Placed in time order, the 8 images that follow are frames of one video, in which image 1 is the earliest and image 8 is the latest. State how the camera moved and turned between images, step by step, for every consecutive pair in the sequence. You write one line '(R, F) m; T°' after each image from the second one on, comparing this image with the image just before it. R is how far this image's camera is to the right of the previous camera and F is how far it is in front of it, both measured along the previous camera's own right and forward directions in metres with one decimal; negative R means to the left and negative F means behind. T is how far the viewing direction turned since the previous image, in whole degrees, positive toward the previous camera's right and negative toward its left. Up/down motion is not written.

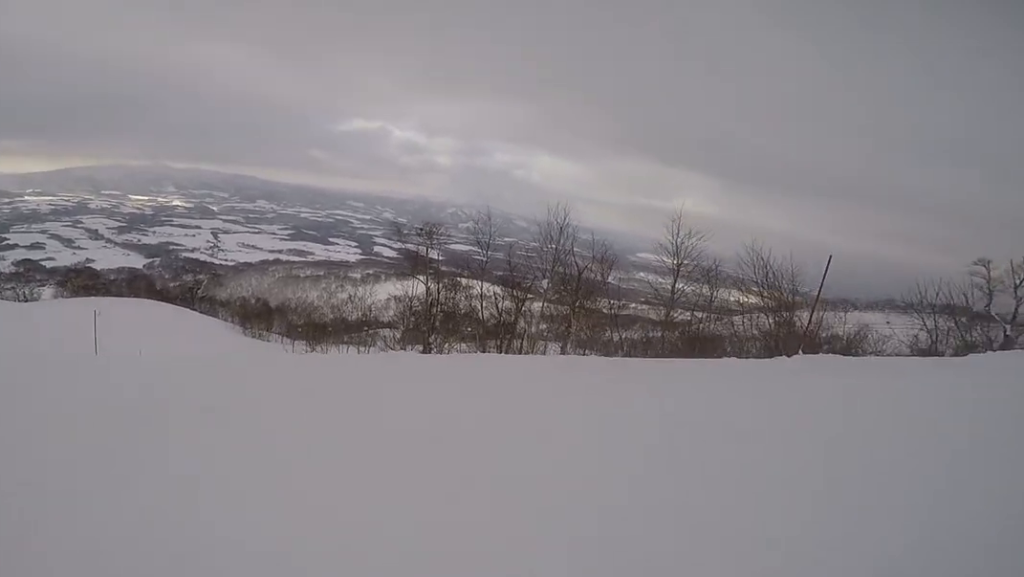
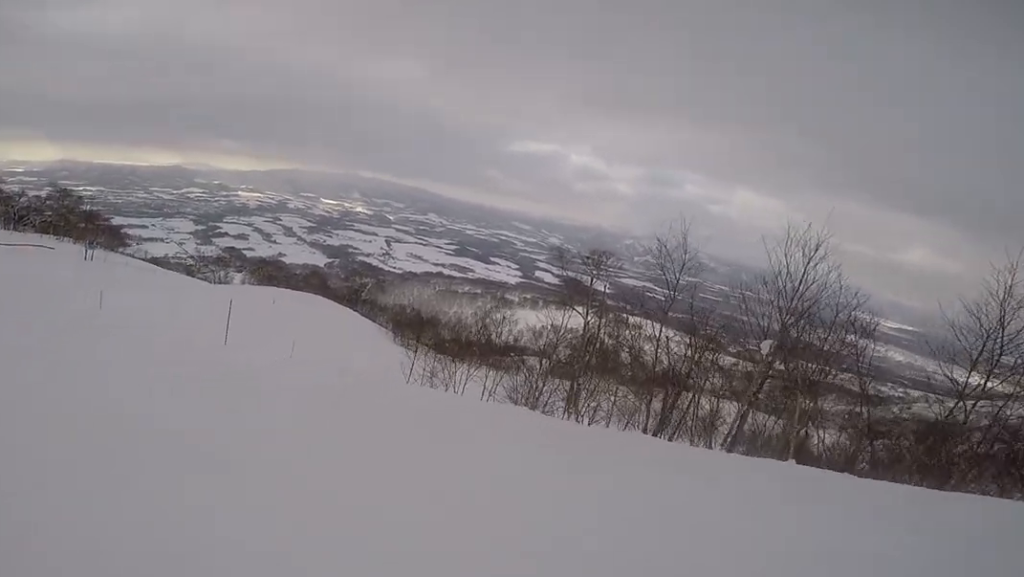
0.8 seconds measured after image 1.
(-0.5, +3.0) m; -24°
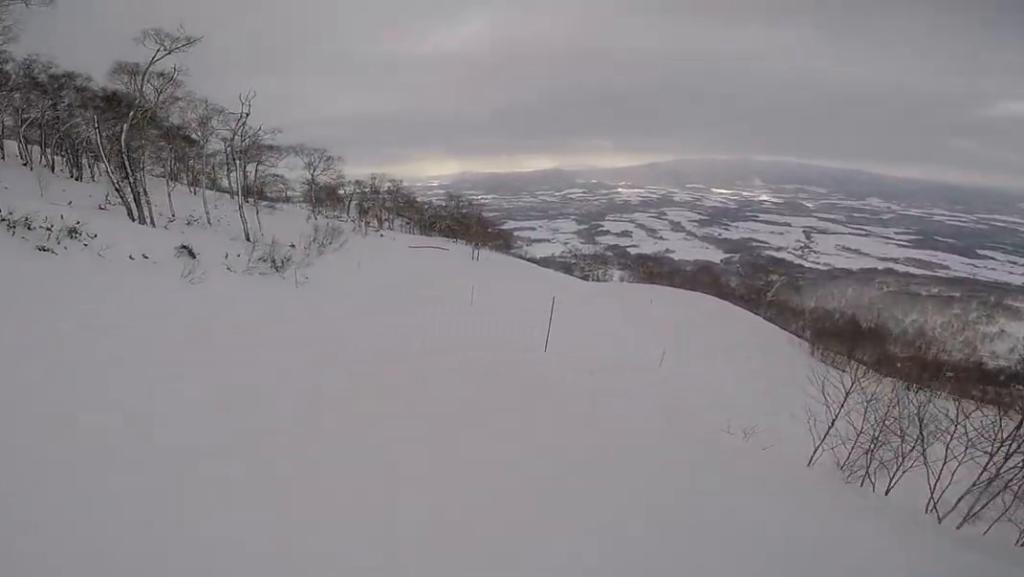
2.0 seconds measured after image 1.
(-1.4, +4.1) m; -39°
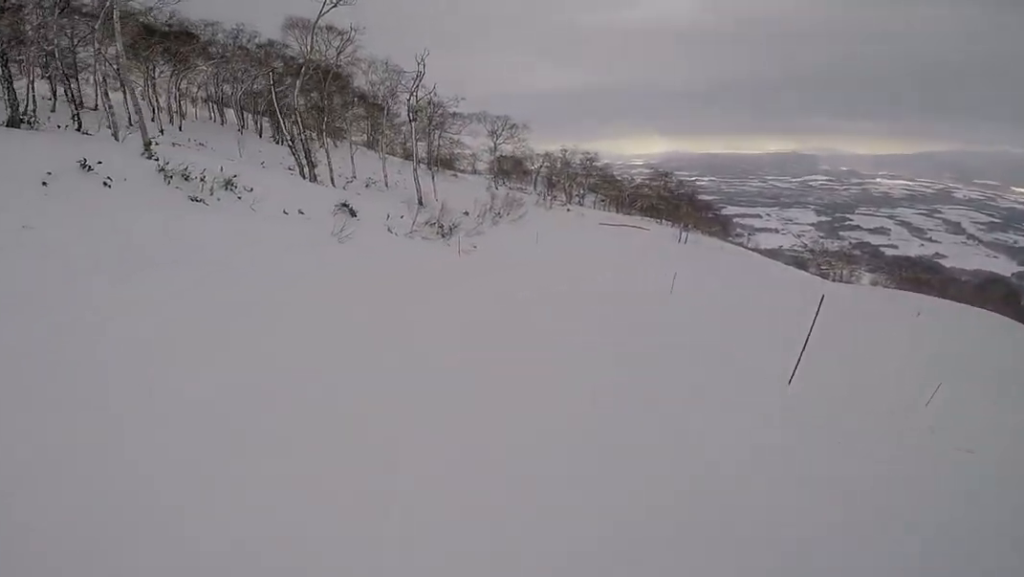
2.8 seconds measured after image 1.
(-0.9, +3.5) m; -17°
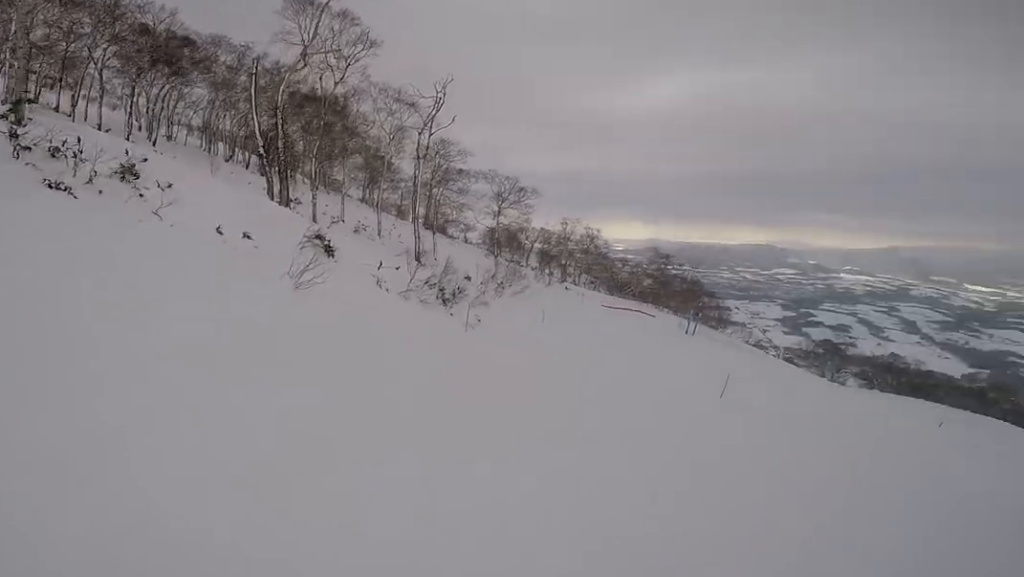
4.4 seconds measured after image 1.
(+0.5, +7.9) m; +29°
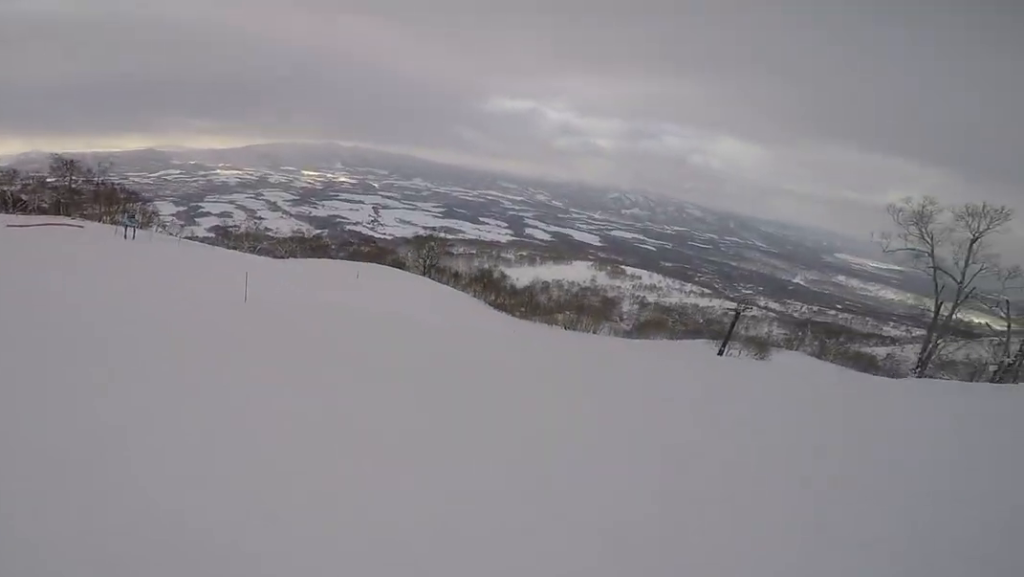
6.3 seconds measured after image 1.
(+4.2, +8.0) m; +41°
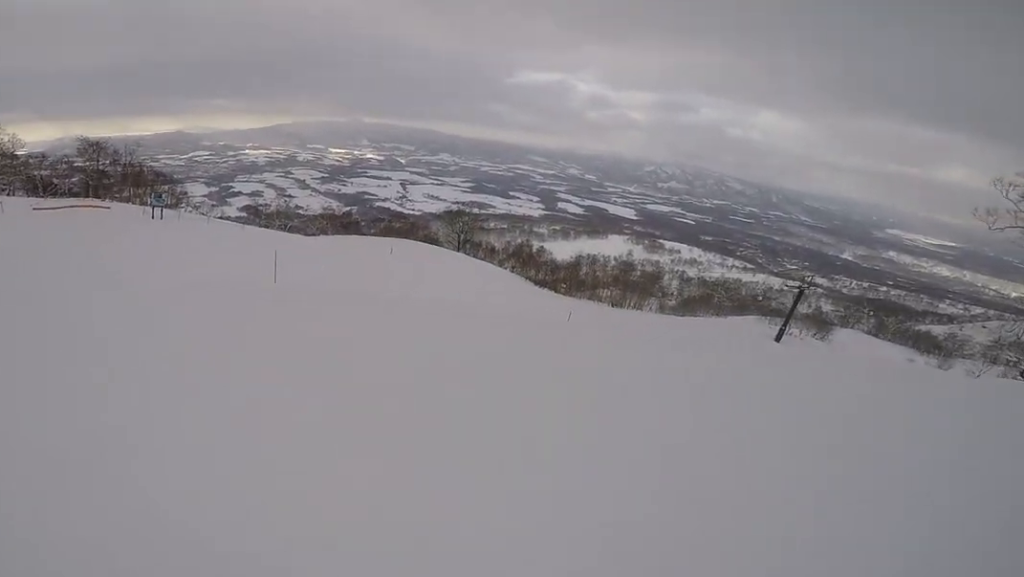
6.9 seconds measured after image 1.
(+0.1, +3.3) m; -9°
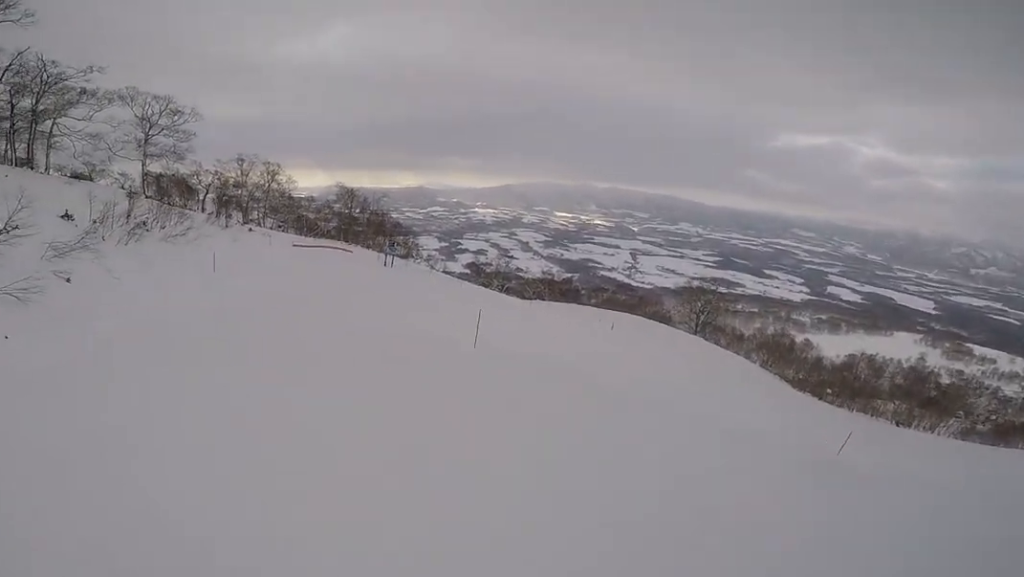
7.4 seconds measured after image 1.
(+0.5, +2.6) m; -12°
